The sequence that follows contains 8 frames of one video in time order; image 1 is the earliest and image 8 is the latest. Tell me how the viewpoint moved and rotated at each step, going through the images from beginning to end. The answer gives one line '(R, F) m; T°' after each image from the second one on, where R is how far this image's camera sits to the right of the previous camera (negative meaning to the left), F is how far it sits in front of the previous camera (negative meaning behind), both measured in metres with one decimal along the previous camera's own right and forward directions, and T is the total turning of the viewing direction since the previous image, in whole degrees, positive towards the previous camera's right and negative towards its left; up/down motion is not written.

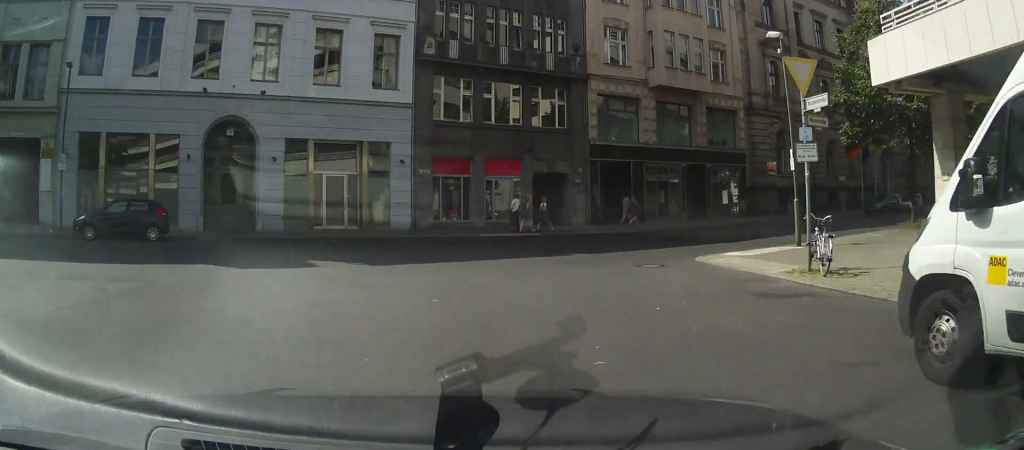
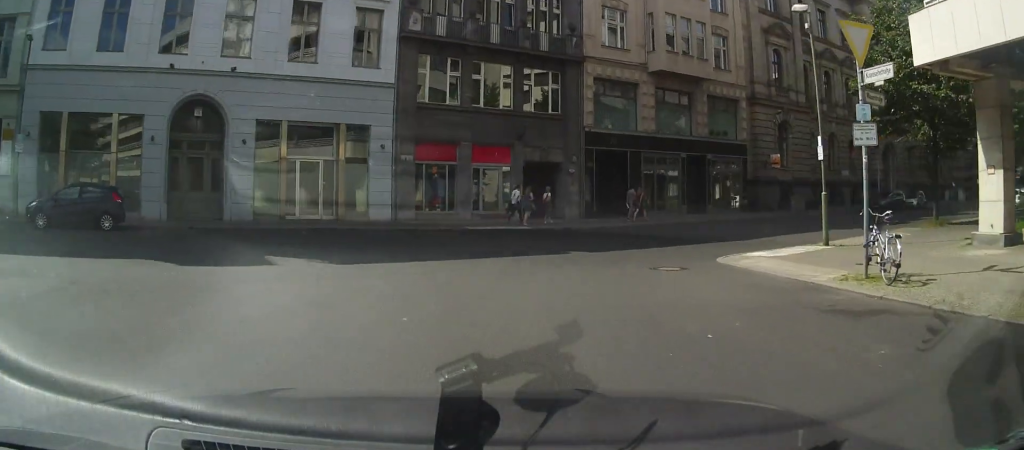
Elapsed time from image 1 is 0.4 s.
(+0.1, +2.2) m; +3°
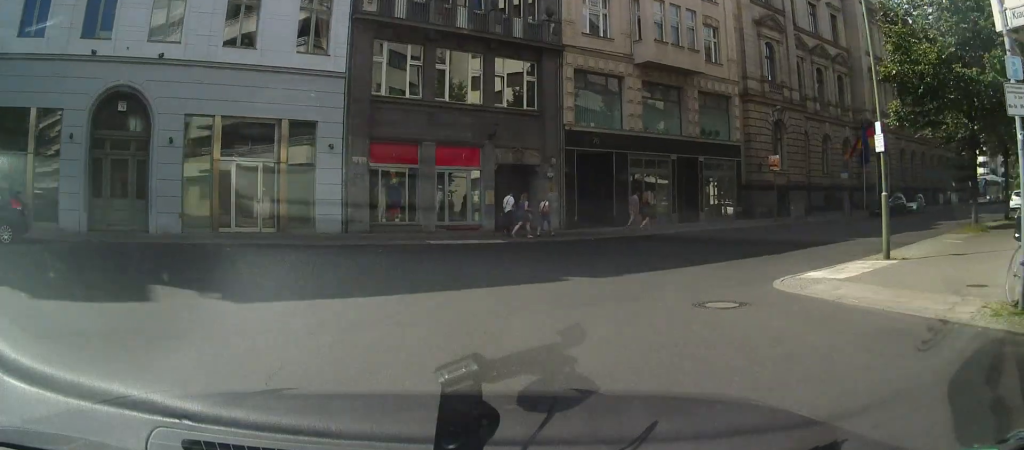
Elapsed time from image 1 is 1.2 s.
(+0.1, +3.9) m; +7°
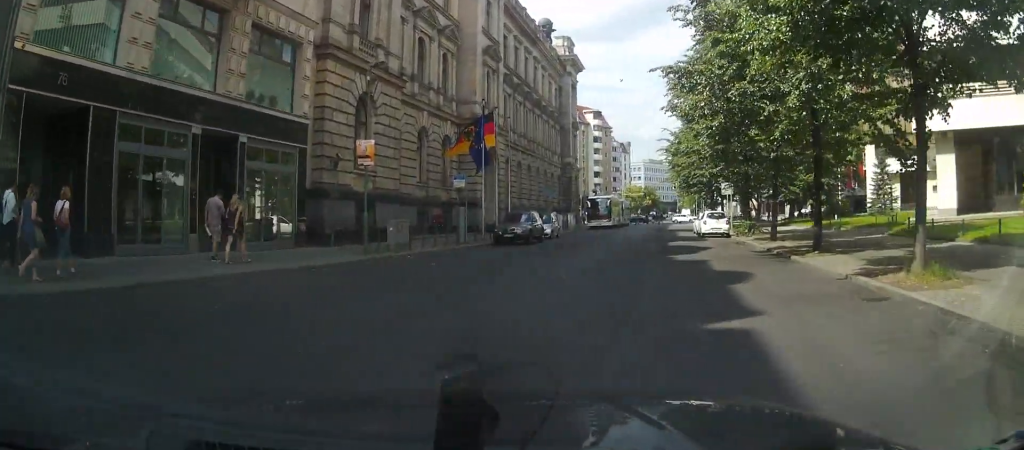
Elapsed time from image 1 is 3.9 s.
(+3.7, +14.6) m; +27°
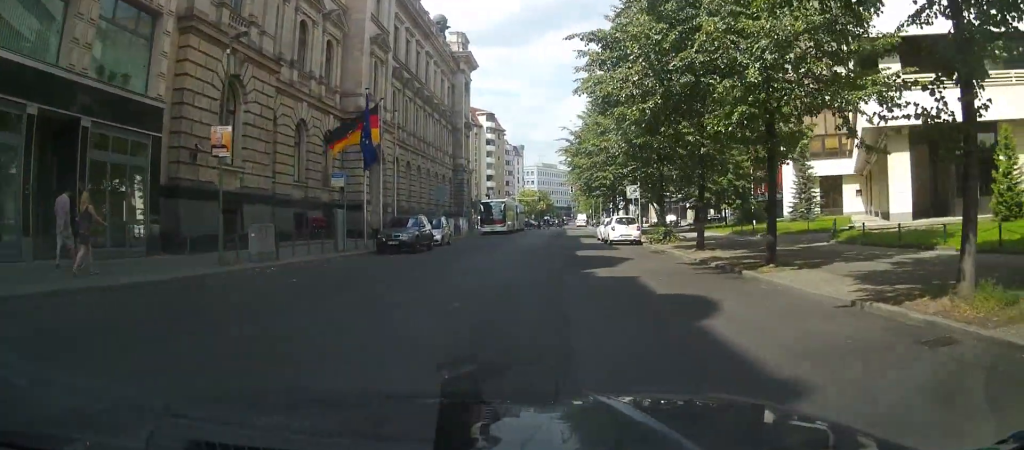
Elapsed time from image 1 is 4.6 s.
(+0.3, +3.7) m; +7°
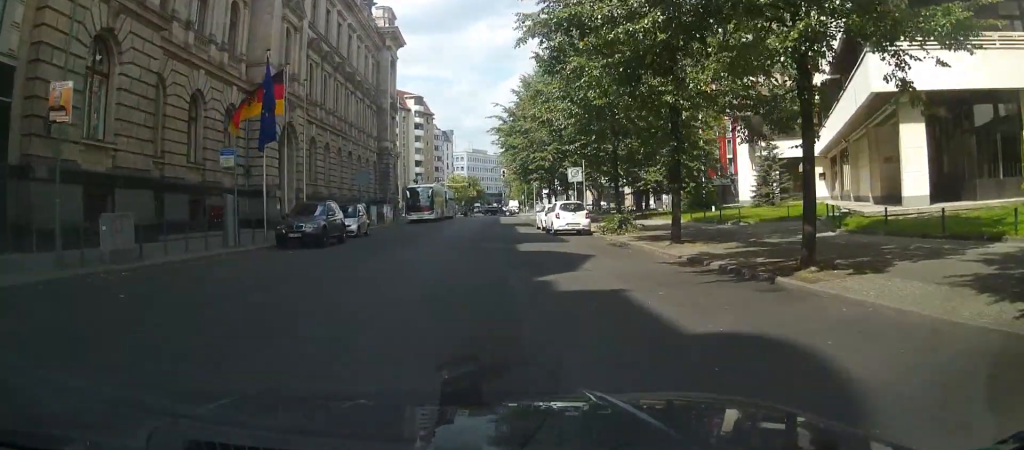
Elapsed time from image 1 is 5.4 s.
(+0.3, +4.4) m; +7°
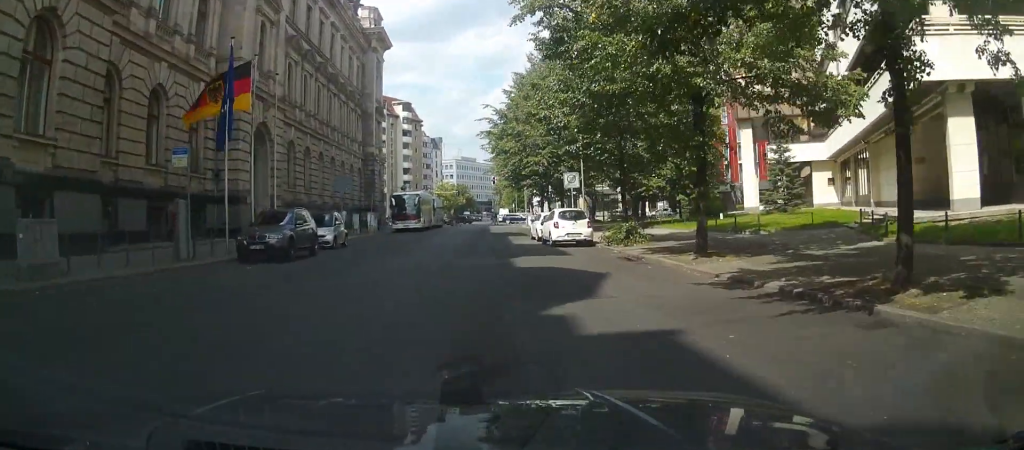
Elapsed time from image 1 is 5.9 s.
(+0.1, +2.6) m; +3°
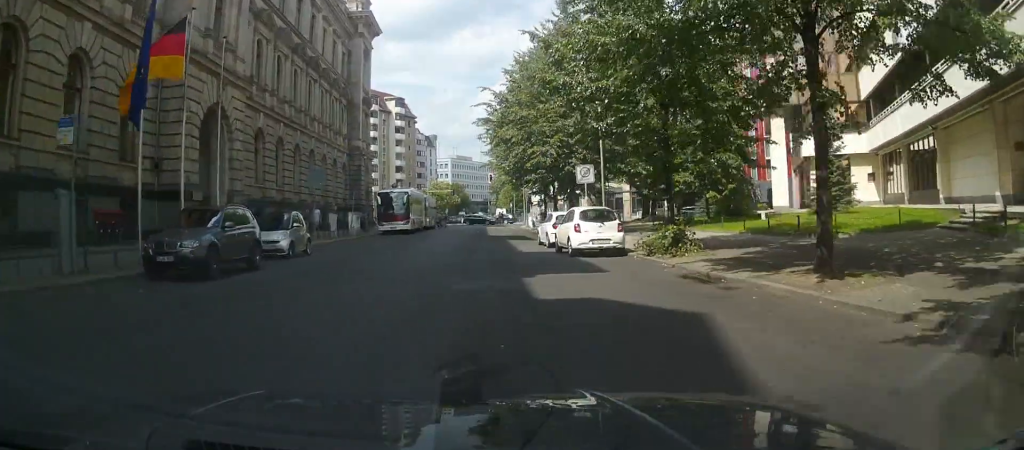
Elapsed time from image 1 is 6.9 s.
(+0.2, +5.2) m; +3°
